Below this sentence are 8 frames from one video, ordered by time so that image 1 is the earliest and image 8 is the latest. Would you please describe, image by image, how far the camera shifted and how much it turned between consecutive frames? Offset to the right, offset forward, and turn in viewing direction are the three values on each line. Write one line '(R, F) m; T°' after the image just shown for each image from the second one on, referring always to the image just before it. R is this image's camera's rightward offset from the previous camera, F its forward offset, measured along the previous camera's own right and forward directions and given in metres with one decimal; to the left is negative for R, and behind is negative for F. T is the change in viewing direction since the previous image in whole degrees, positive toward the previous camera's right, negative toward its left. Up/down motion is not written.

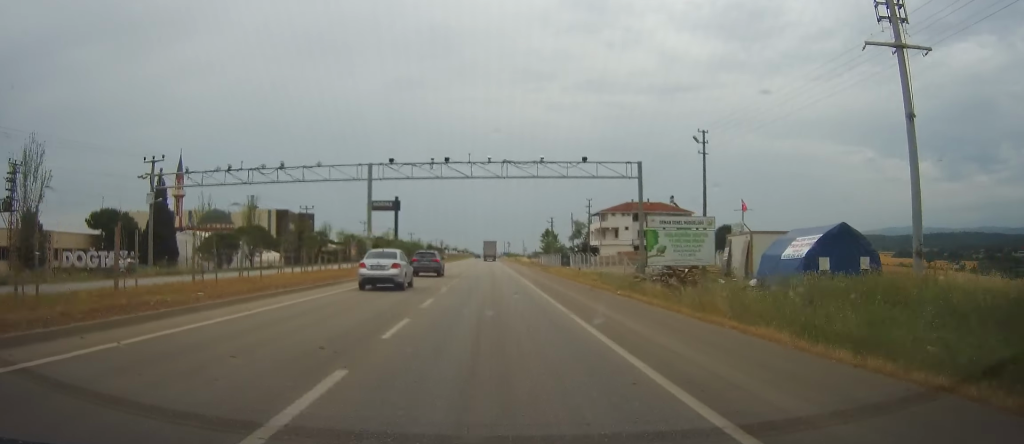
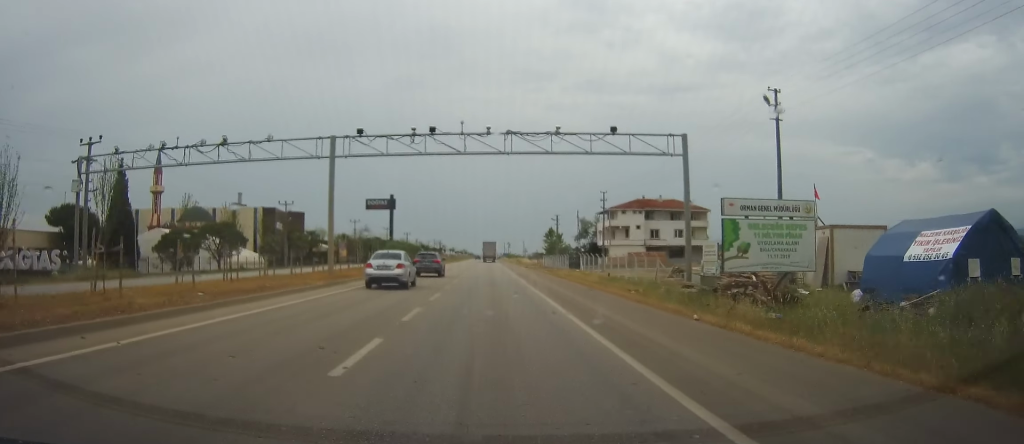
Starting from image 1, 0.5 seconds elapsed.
(+0.2, +9.8) m; 0°
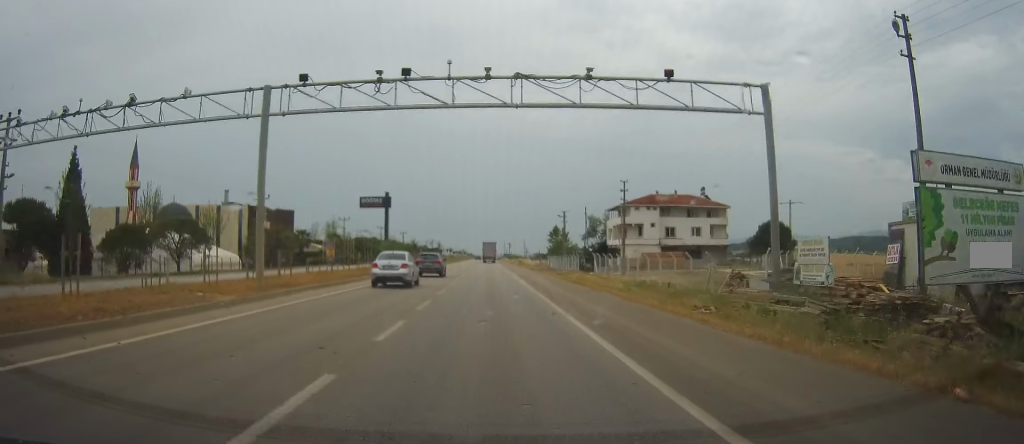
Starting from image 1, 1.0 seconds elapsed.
(-0.3, +9.1) m; 0°
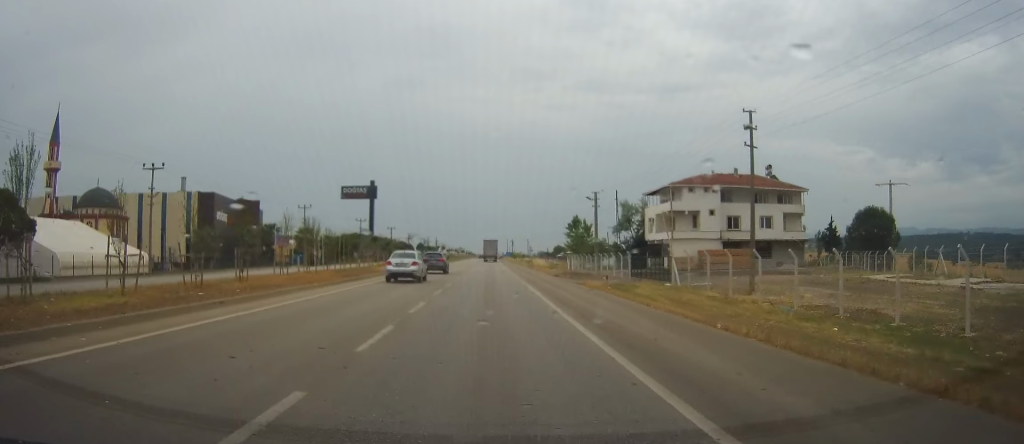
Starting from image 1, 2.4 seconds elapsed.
(+0.2, +26.5) m; +1°
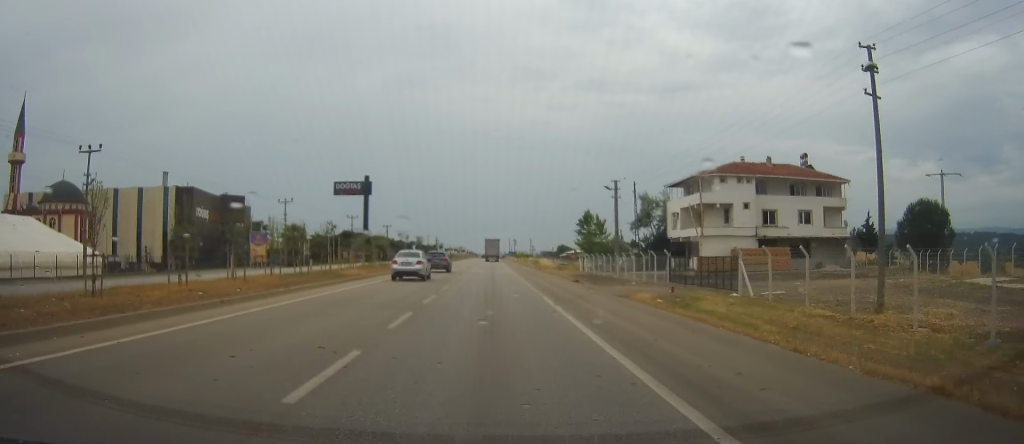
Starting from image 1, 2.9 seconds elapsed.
(0.0, +9.6) m; +1°
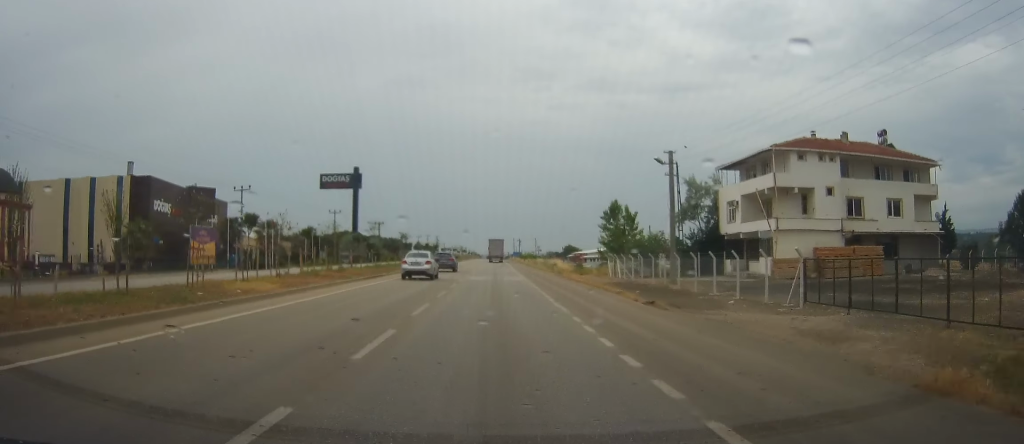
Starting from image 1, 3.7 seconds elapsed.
(+0.1, +15.9) m; +1°
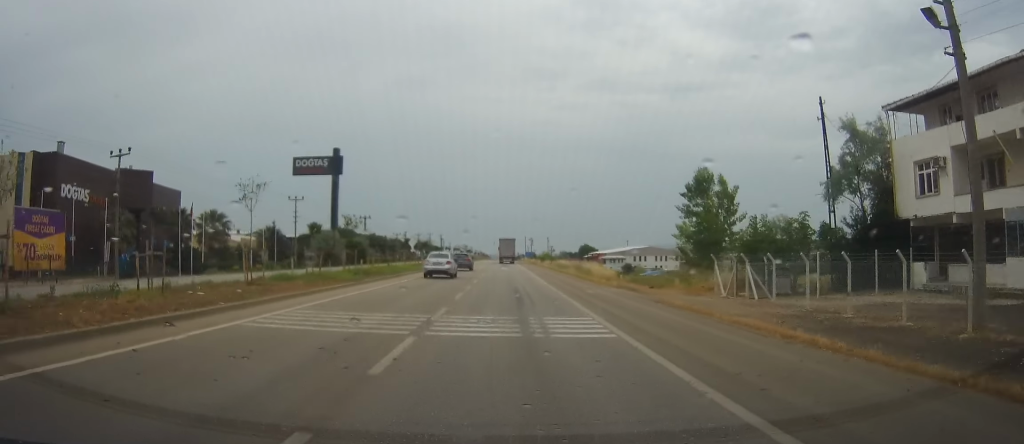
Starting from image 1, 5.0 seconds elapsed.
(+0.2, +26.1) m; -2°
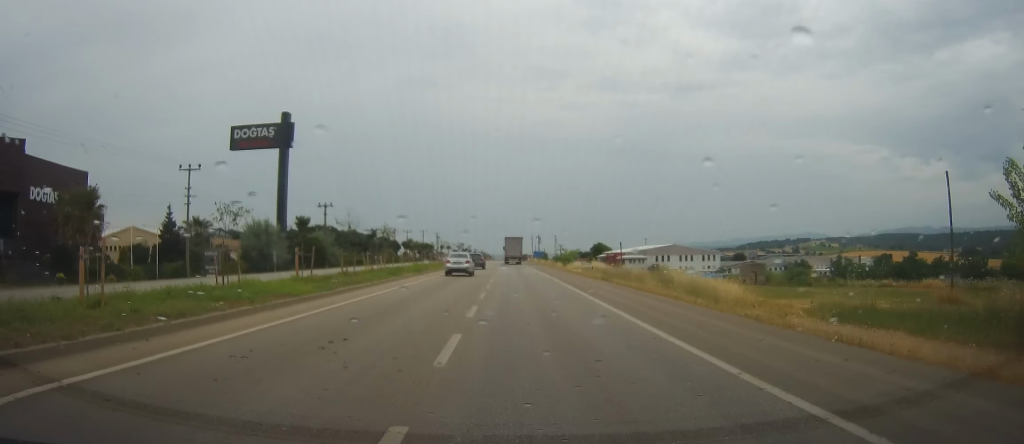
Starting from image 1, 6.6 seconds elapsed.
(-1.0, +30.6) m; -1°
